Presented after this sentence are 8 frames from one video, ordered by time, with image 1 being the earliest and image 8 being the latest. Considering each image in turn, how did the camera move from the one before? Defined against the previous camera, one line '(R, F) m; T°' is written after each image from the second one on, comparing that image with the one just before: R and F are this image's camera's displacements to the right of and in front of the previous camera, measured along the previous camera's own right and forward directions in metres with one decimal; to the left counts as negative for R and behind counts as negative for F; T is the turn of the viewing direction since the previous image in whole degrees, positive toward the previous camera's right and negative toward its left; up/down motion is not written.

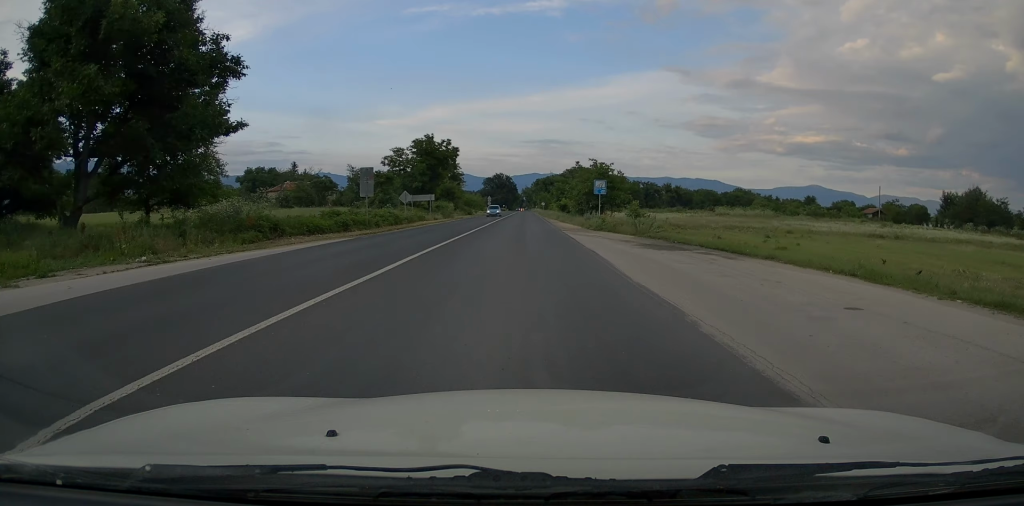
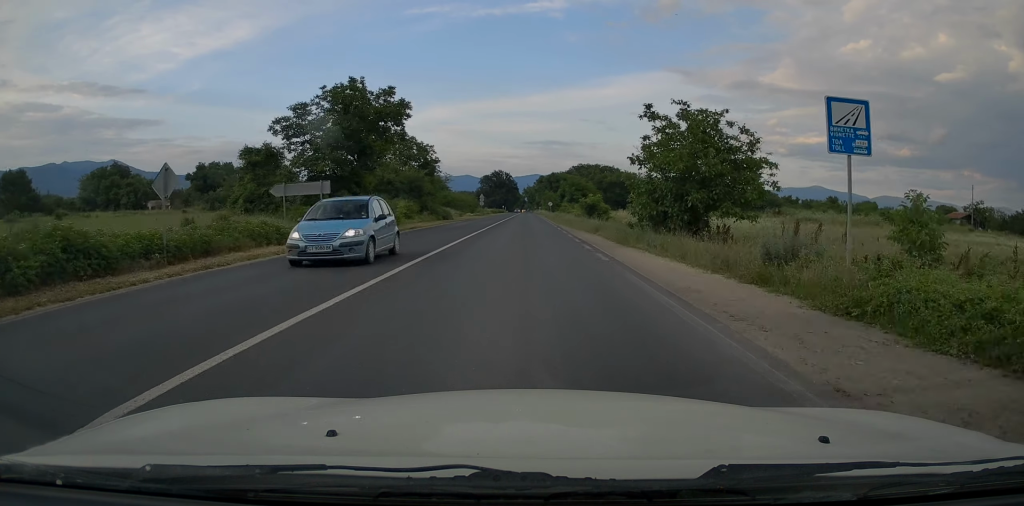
(-0.3, +29.5) m; -1°
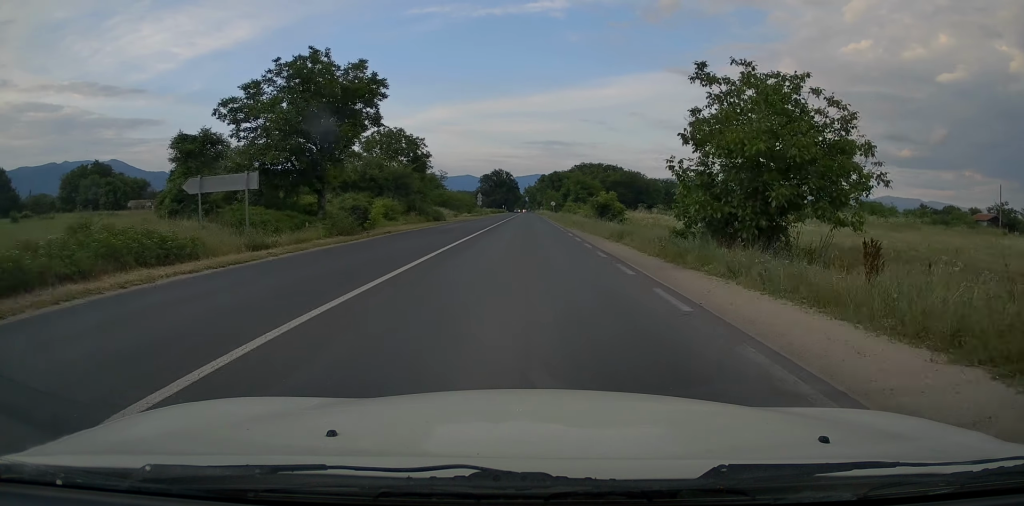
(0.0, +7.0) m; 0°
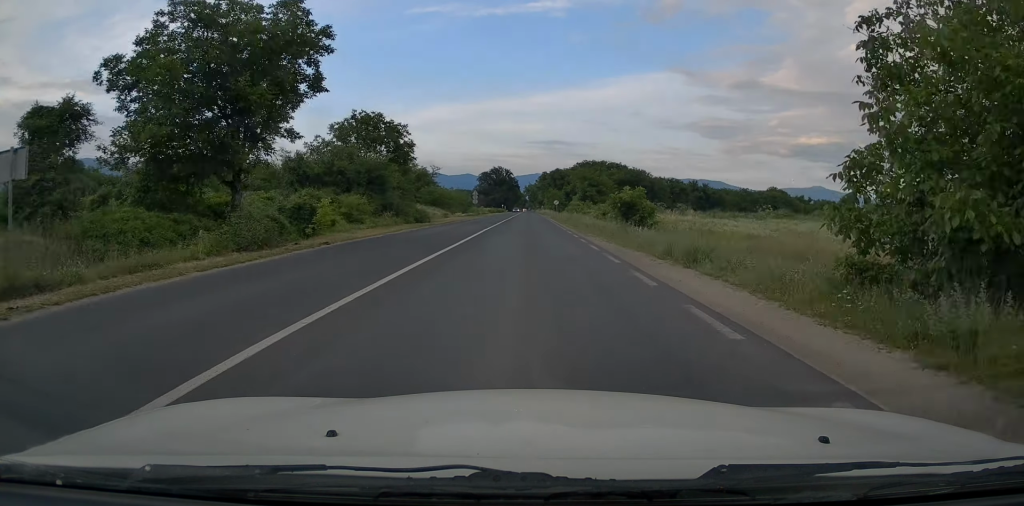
(0.0, +9.4) m; 0°
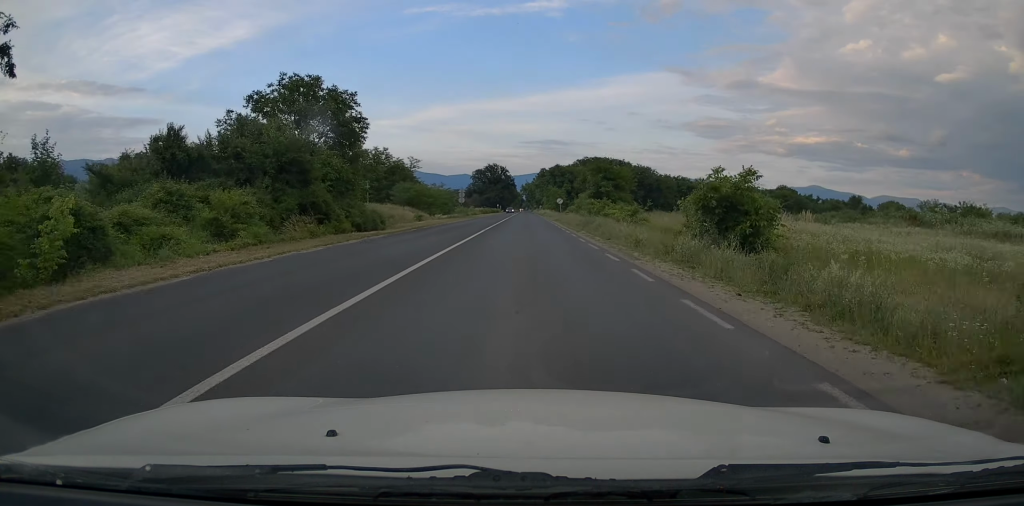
(+0.1, +15.5) m; 0°
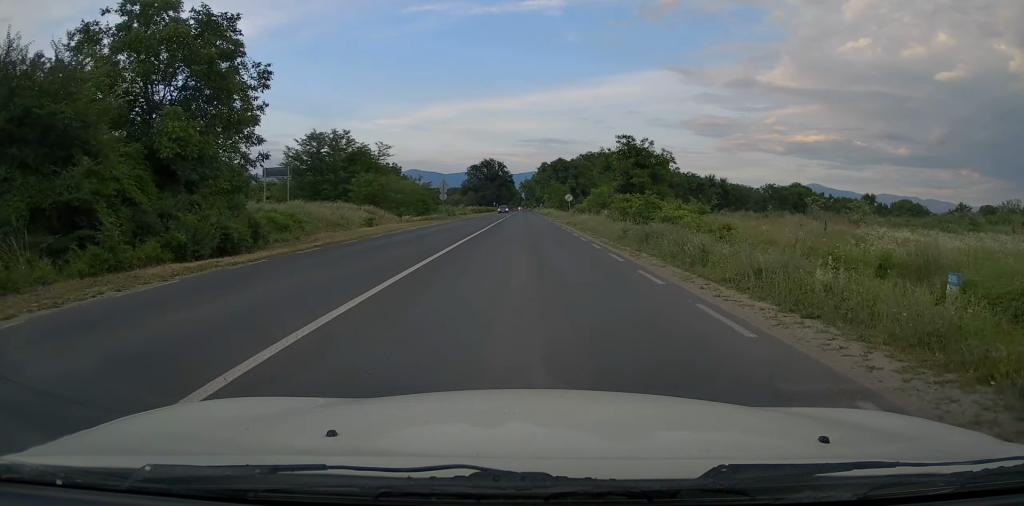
(+0.1, +16.3) m; 0°
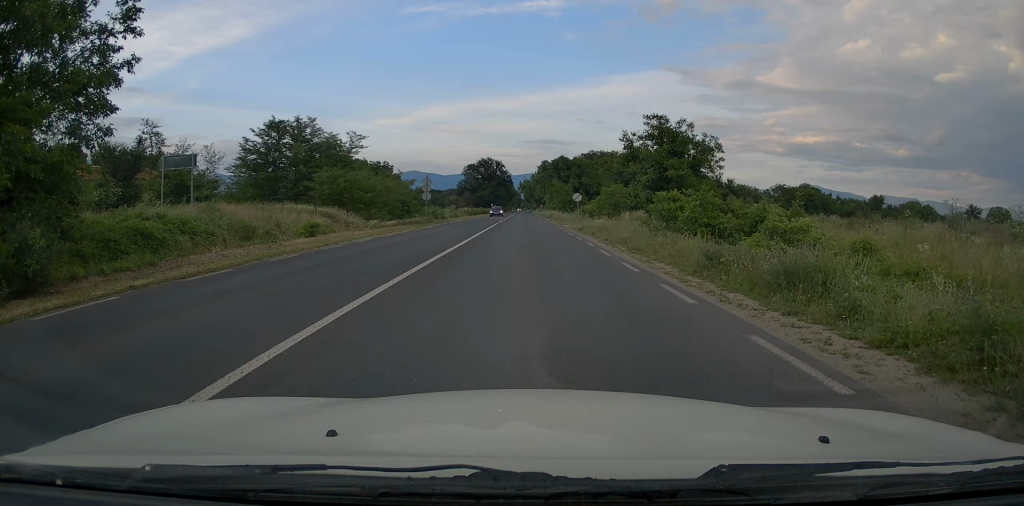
(0.0, +9.7) m; 0°
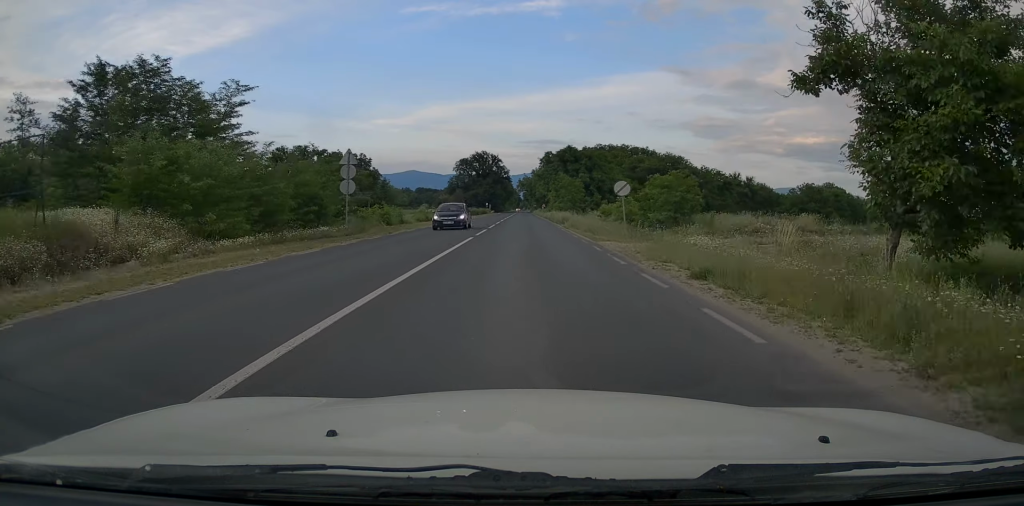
(-0.1, +22.1) m; 0°
